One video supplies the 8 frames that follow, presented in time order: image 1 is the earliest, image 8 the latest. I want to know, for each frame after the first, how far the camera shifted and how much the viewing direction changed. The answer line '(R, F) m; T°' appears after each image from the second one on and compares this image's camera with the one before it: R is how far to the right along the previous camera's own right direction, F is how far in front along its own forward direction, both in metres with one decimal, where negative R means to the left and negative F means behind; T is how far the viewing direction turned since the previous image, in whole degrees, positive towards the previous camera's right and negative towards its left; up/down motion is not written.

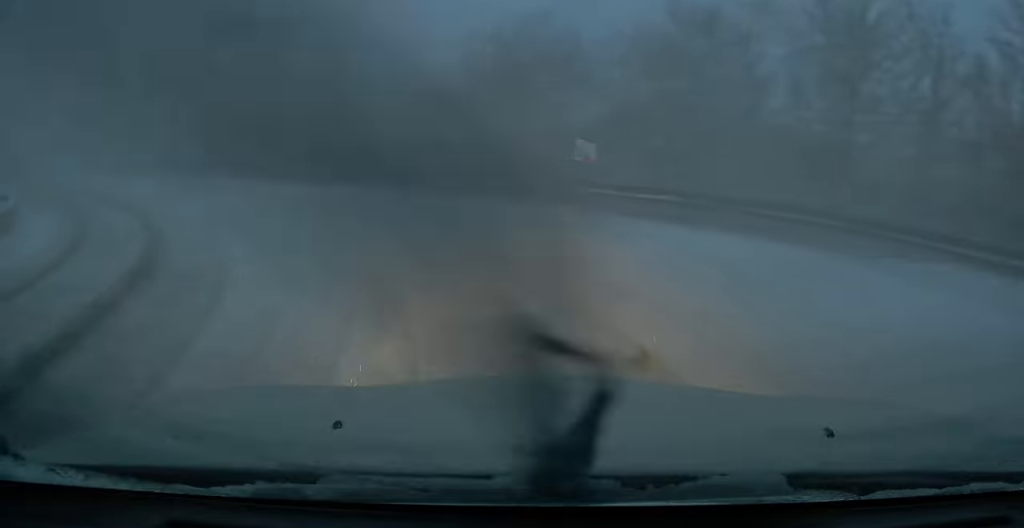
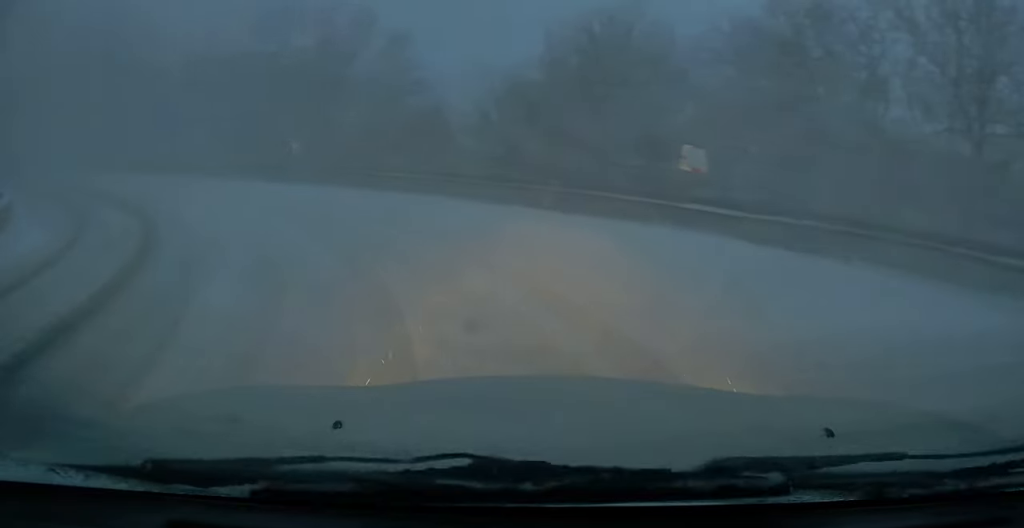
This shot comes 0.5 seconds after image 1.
(-0.1, +2.7) m; -6°
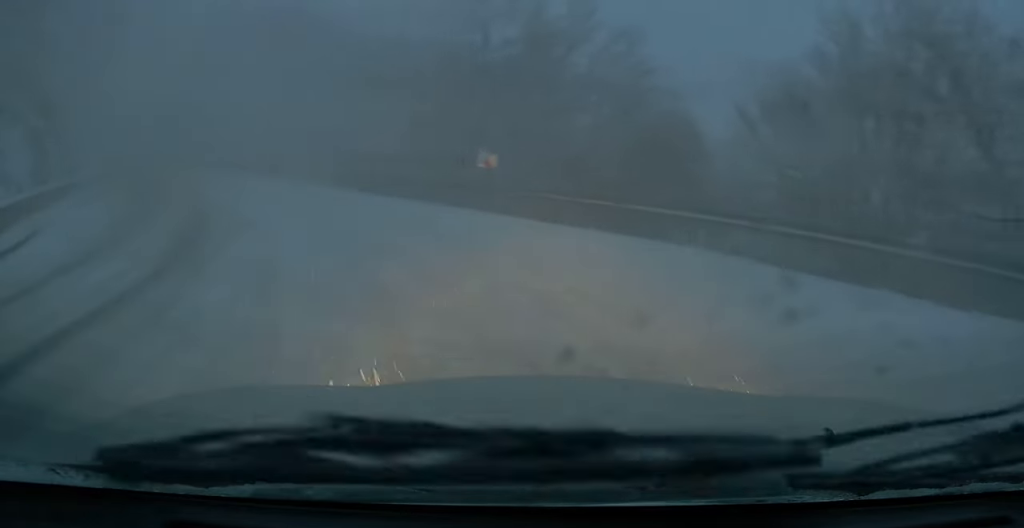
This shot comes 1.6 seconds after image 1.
(-1.0, +6.7) m; -15°
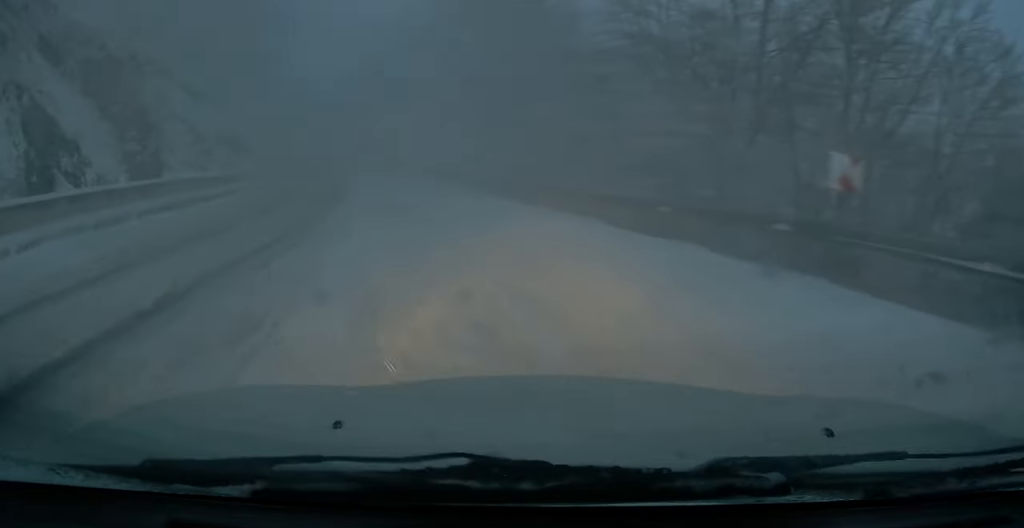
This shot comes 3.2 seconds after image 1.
(-1.4, +8.8) m; -20°
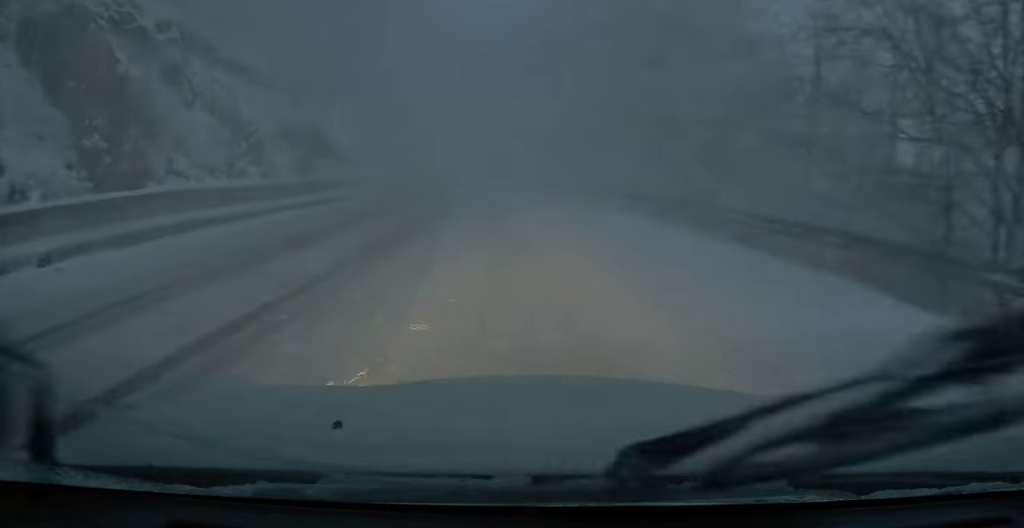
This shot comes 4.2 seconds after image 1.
(-0.6, +6.1) m; -10°
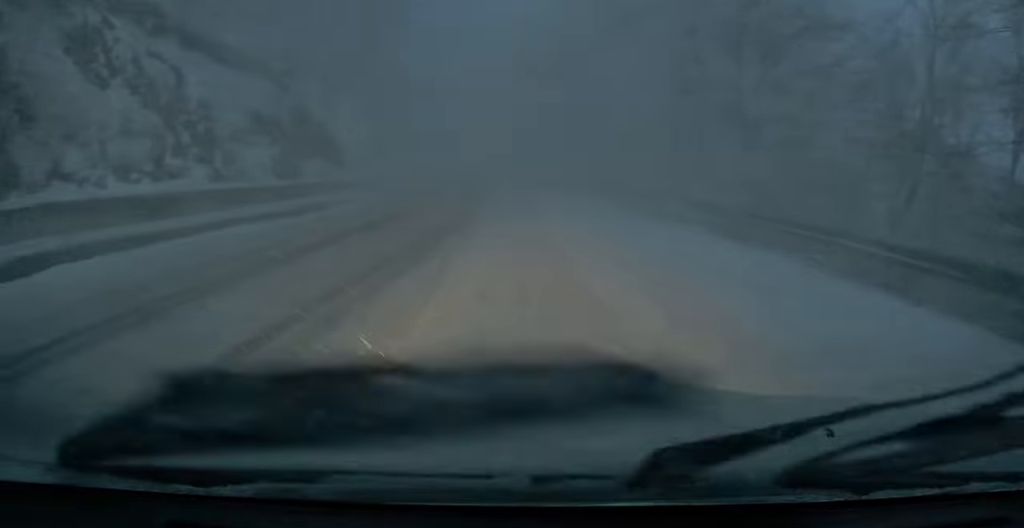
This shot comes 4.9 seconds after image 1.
(-0.3, +4.0) m; -4°
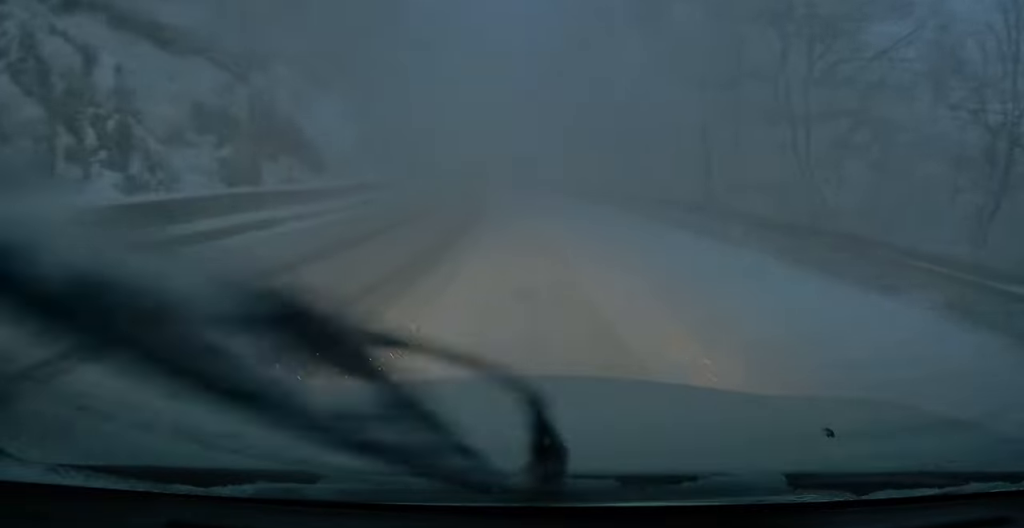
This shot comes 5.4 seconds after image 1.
(-0.1, +2.9) m; -3°
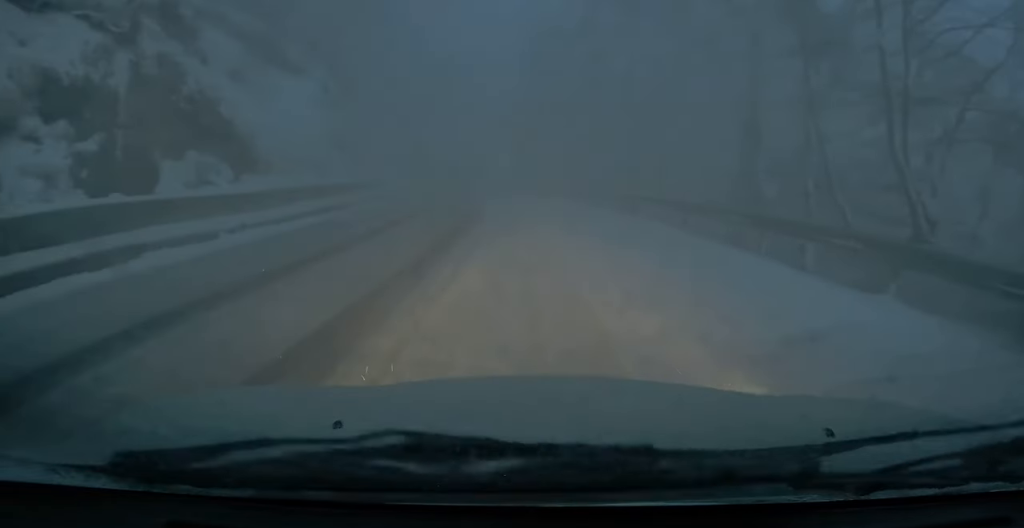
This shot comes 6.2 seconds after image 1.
(0.0, +4.4) m; -5°
